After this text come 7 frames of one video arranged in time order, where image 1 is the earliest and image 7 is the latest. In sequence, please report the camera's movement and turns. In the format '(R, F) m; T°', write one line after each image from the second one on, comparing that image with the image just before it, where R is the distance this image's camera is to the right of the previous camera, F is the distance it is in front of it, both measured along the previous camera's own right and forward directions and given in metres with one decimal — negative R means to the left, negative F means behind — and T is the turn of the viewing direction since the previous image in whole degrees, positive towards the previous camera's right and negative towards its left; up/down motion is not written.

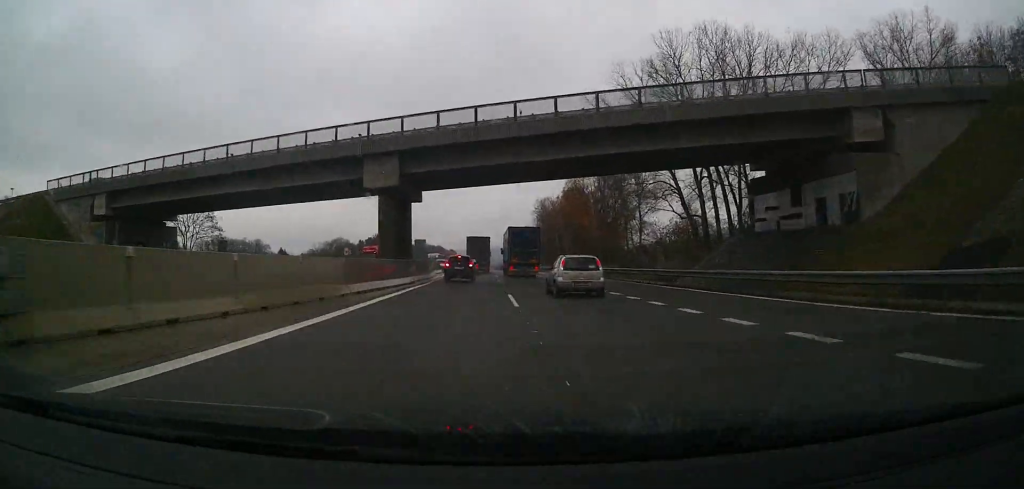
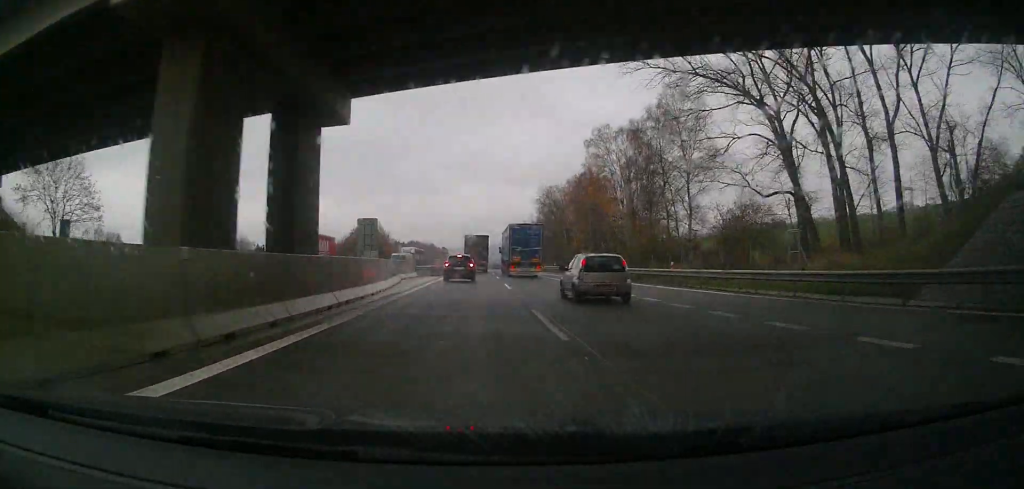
(-0.1, +24.5) m; 0°
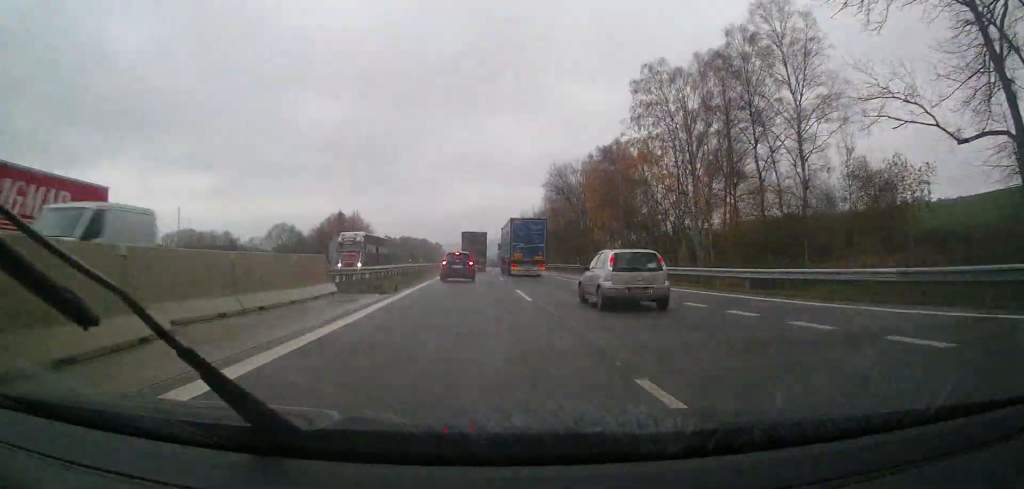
(0.0, +26.6) m; 0°
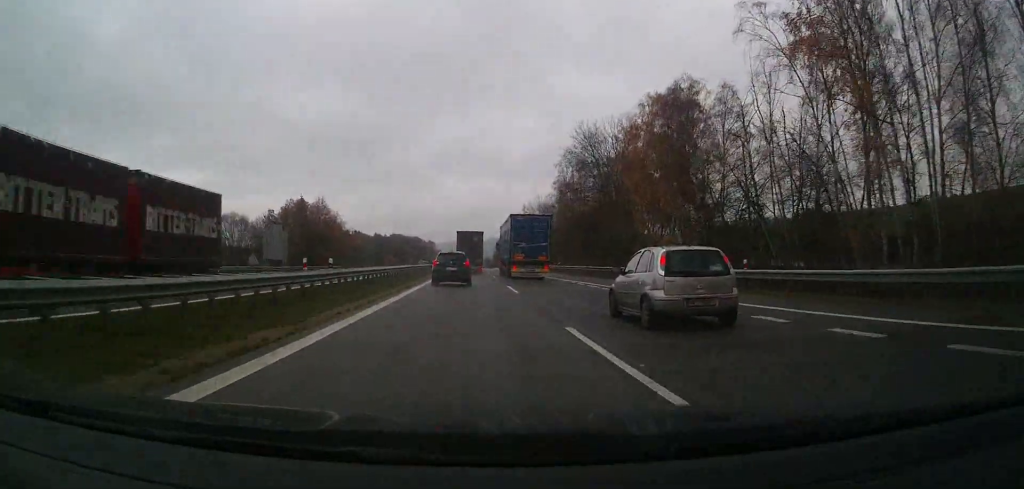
(+0.1, +30.7) m; +1°
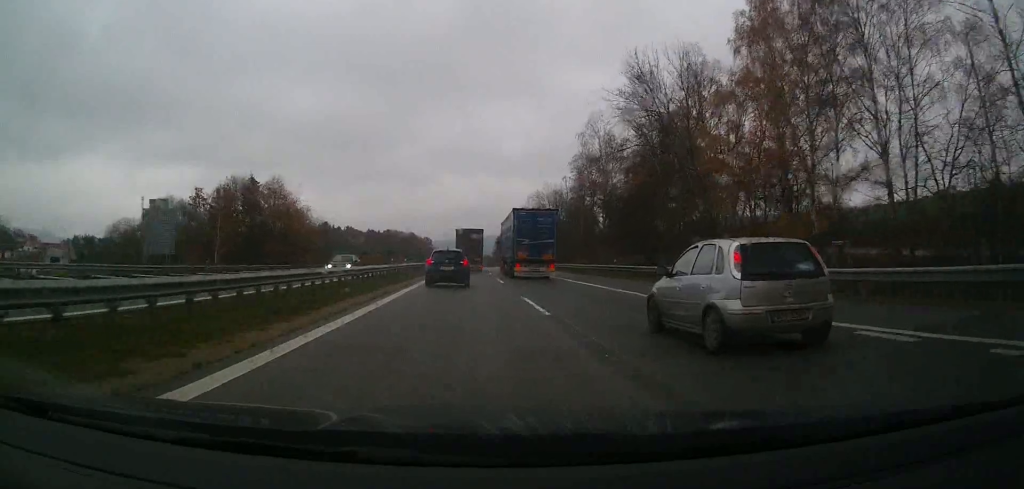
(+0.3, +27.8) m; +1°
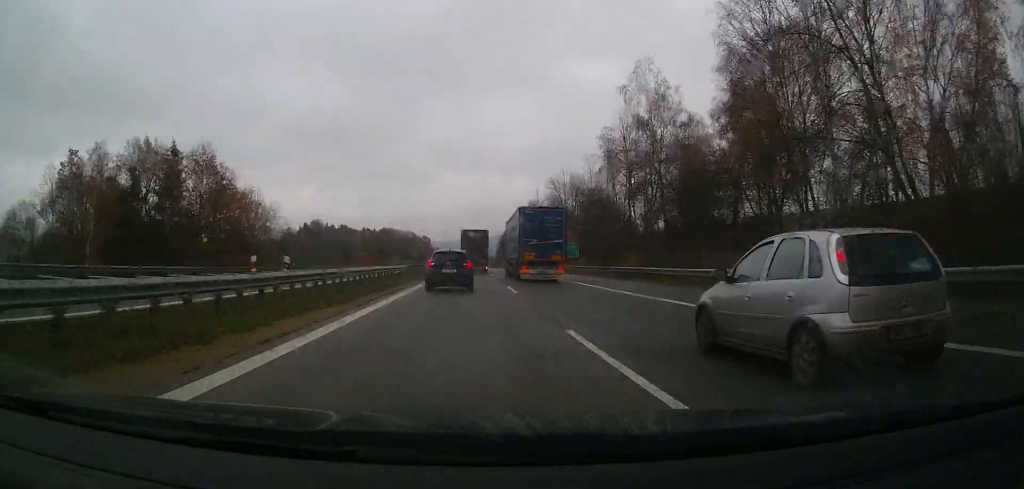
(0.0, +27.3) m; 0°
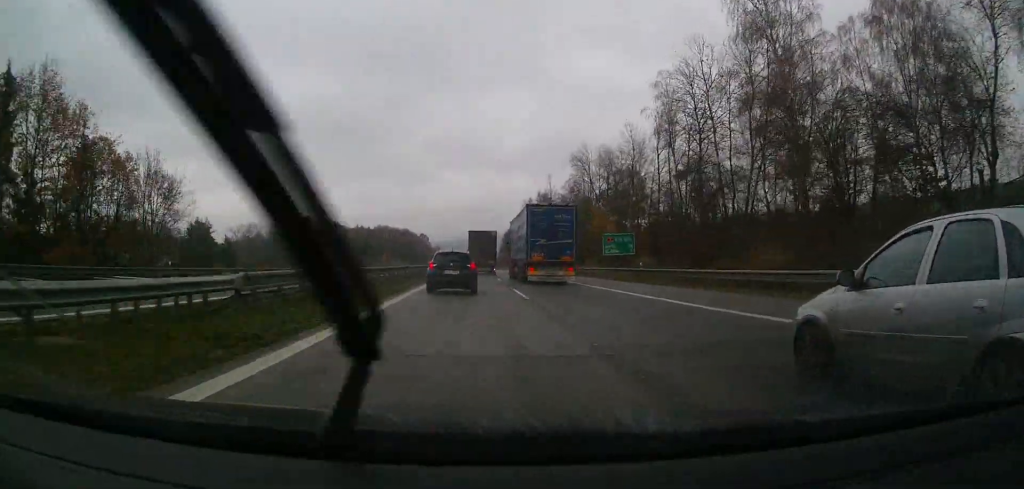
(0.0, +30.1) m; +1°
